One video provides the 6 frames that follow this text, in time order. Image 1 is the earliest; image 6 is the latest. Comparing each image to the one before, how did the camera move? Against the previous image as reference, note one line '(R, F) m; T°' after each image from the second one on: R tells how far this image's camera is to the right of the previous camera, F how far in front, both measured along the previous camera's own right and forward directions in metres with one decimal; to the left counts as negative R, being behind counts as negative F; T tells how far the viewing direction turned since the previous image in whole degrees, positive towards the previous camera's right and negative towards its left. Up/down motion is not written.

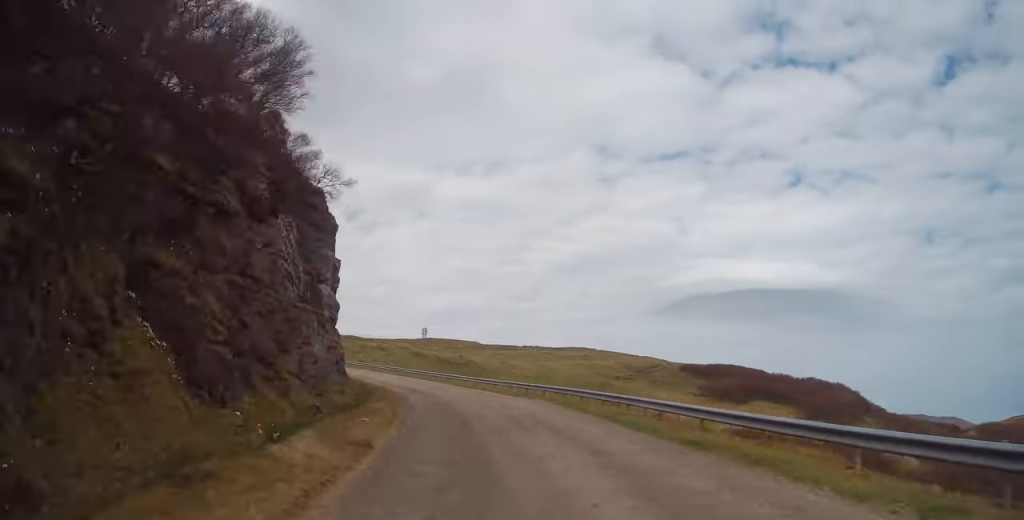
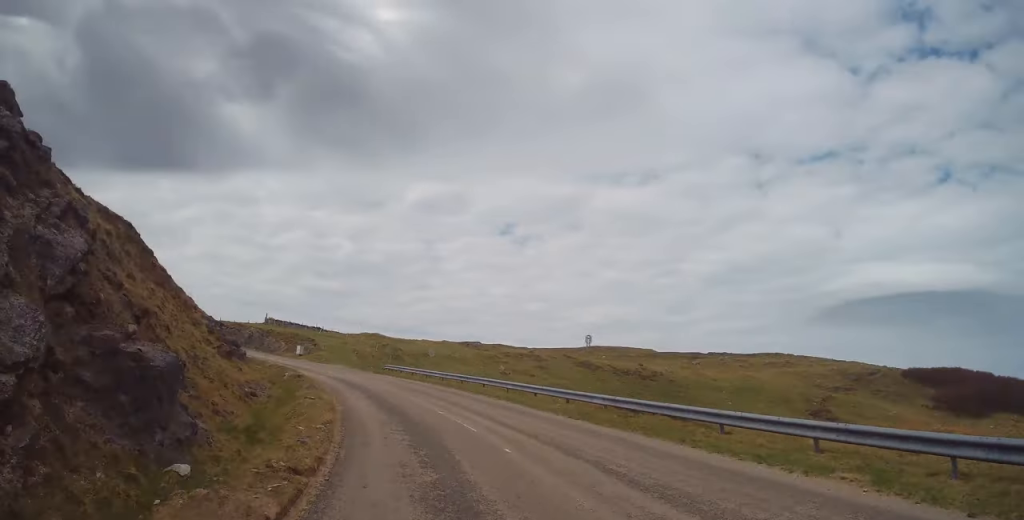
(-4.0, +40.6) m; -16°
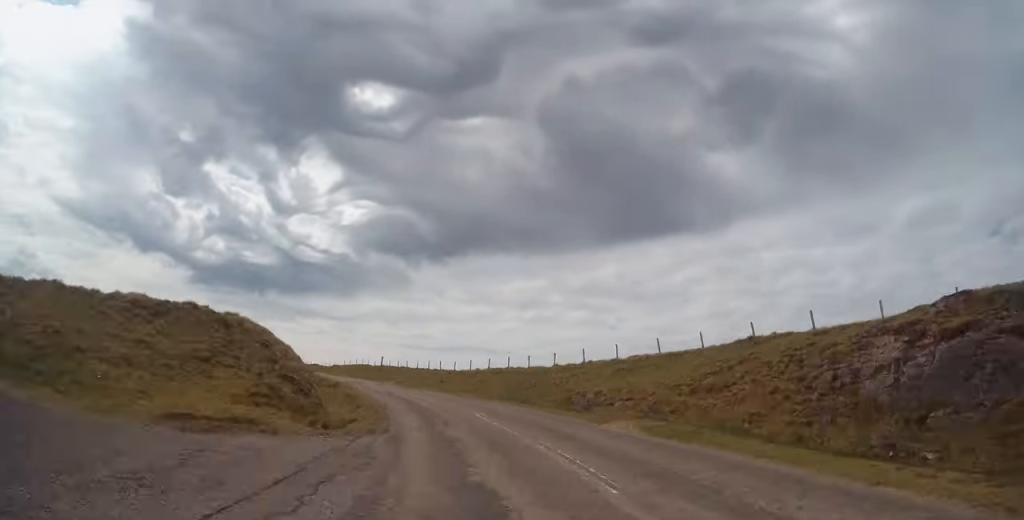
(-32.4, +83.4) m; -41°
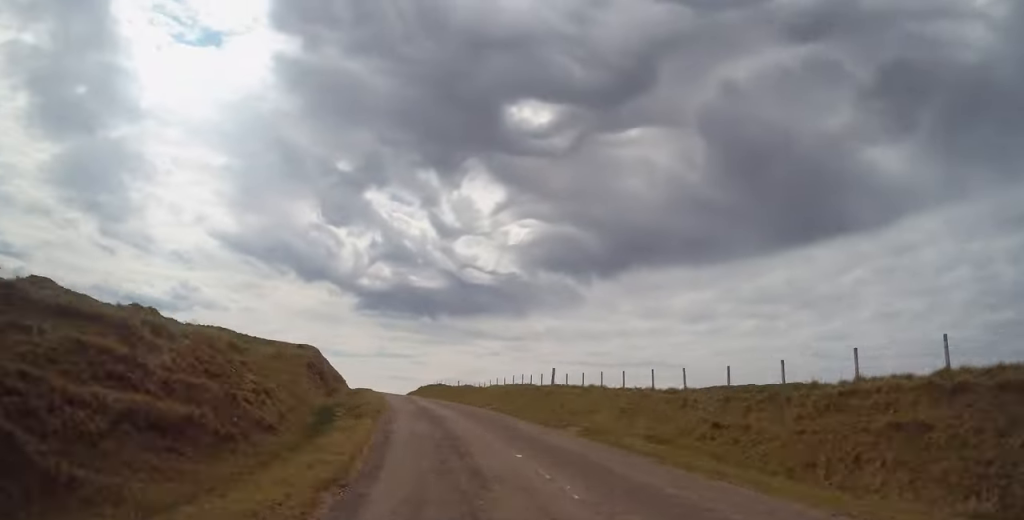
(-4.7, +34.6) m; -10°
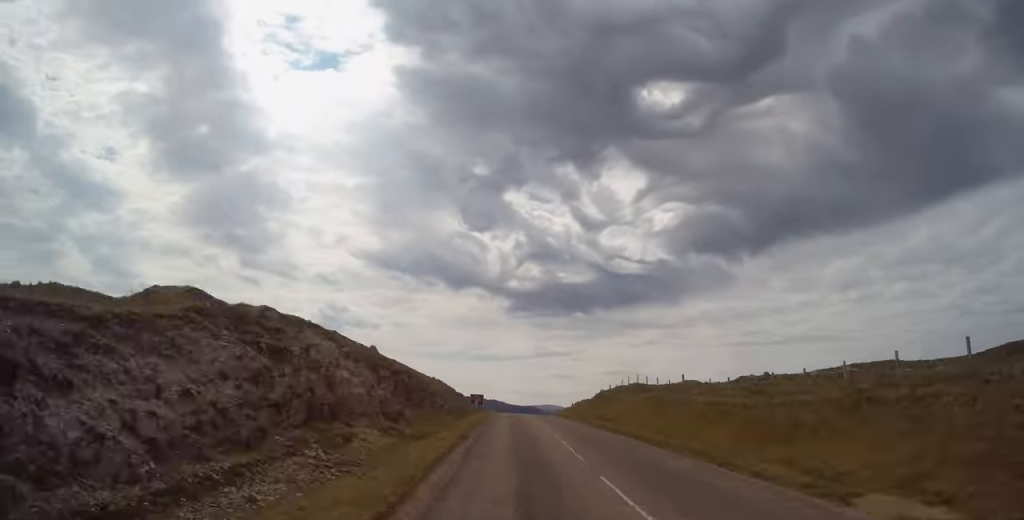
(-3.9, +46.7) m; -5°
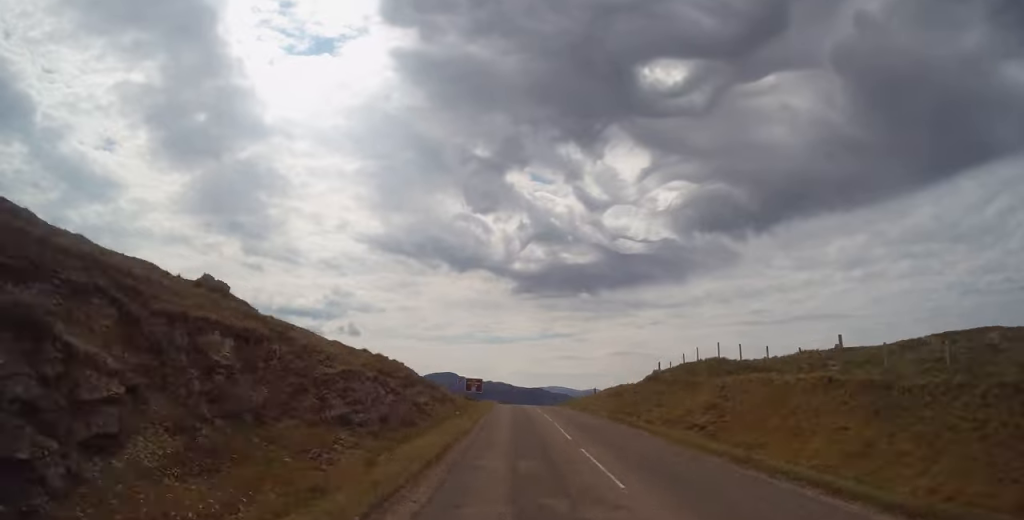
(-0.4, +21.9) m; -1°
